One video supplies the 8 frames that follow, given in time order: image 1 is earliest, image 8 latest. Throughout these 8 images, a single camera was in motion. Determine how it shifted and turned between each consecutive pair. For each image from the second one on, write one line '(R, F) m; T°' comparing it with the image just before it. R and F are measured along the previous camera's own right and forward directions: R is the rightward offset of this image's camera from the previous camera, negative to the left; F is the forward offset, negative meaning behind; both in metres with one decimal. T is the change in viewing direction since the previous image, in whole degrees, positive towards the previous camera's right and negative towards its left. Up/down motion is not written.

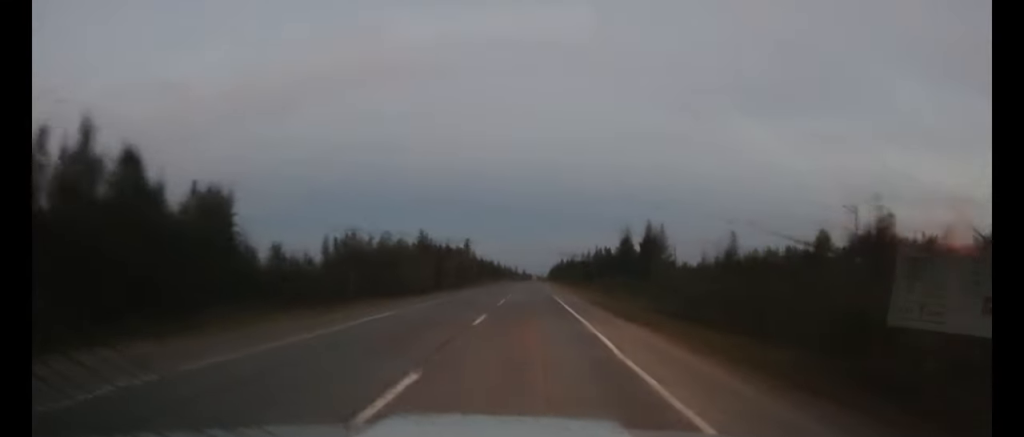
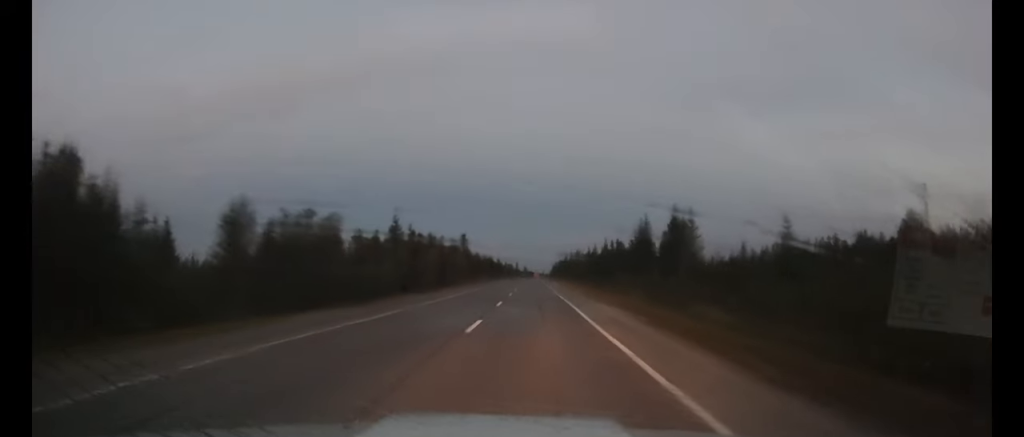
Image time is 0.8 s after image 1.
(0.0, +15.5) m; 0°
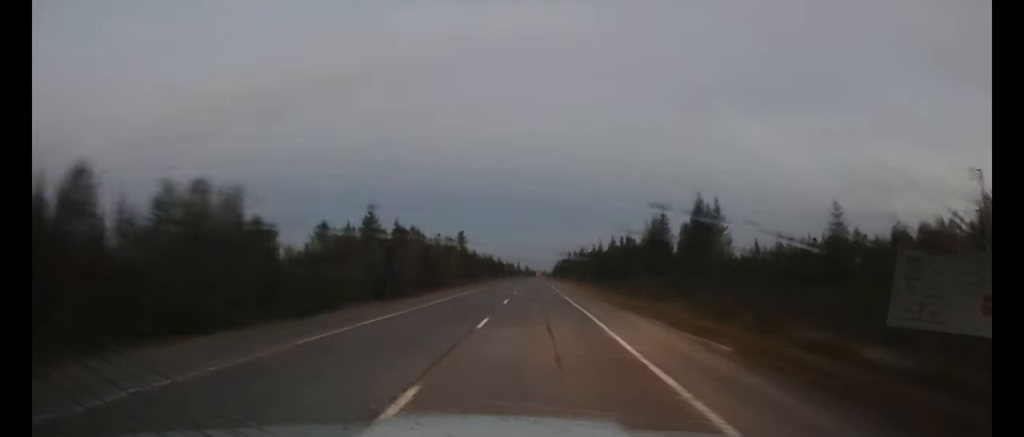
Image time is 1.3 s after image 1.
(0.0, +10.1) m; 0°
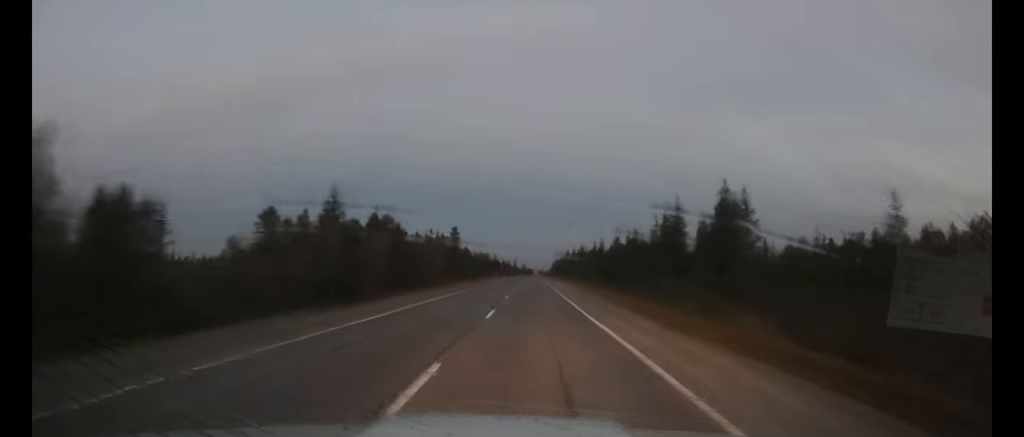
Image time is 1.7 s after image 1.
(0.0, +9.4) m; 0°
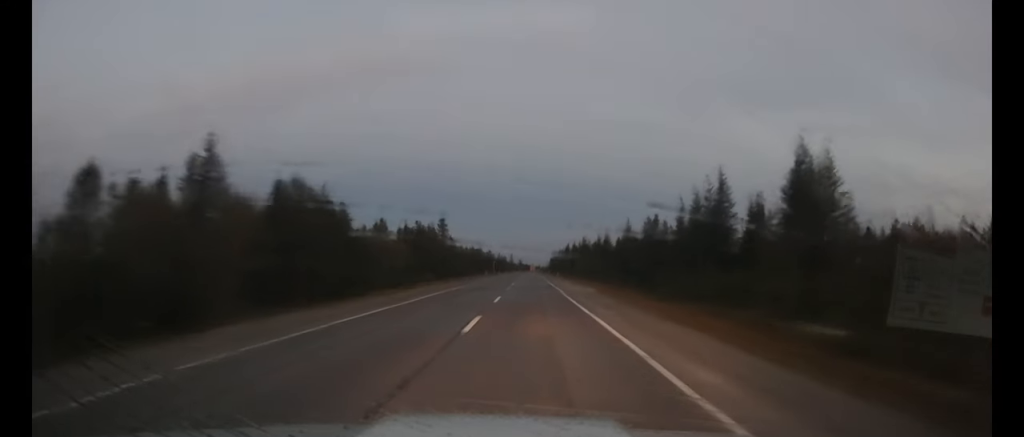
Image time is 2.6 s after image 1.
(0.0, +17.5) m; 0°
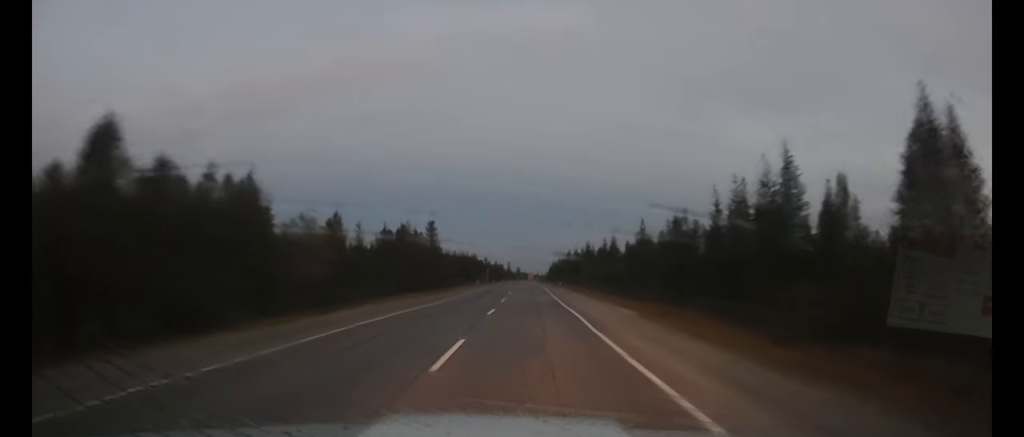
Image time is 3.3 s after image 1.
(0.0, +14.8) m; 0°
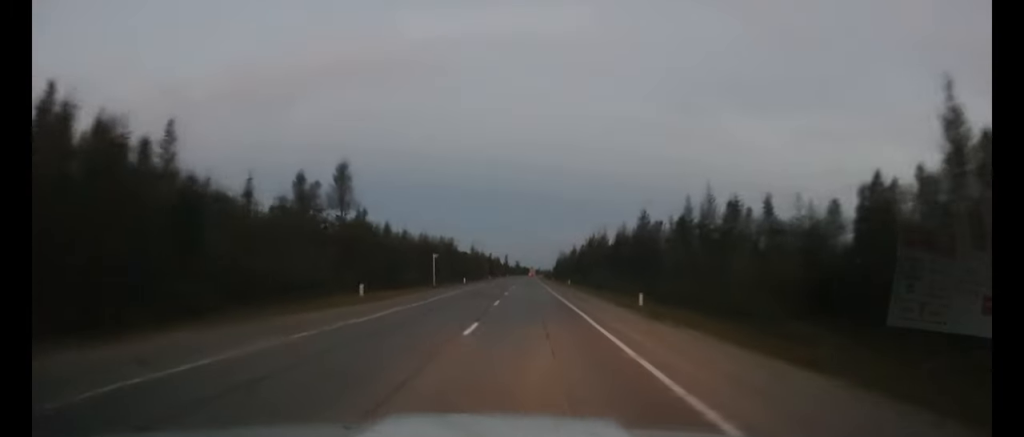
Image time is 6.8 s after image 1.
(+0.1, +69.0) m; 0°
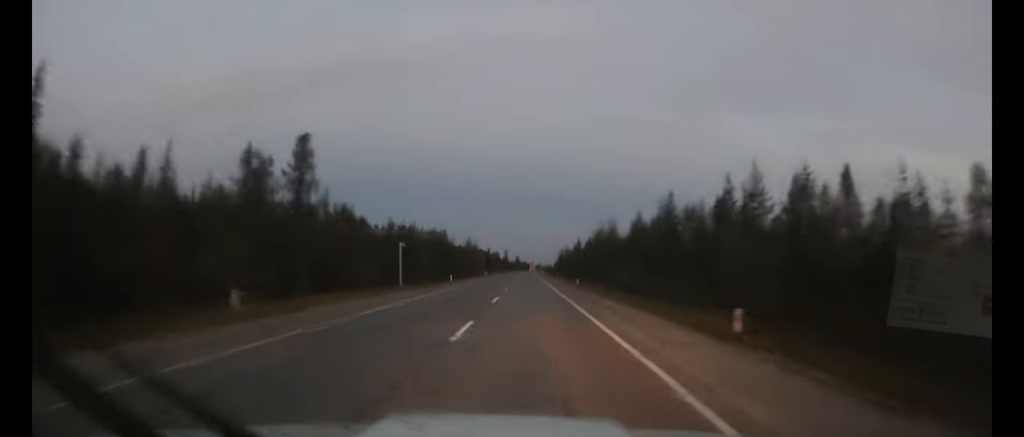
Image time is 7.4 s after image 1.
(0.0, +13.4) m; 0°
